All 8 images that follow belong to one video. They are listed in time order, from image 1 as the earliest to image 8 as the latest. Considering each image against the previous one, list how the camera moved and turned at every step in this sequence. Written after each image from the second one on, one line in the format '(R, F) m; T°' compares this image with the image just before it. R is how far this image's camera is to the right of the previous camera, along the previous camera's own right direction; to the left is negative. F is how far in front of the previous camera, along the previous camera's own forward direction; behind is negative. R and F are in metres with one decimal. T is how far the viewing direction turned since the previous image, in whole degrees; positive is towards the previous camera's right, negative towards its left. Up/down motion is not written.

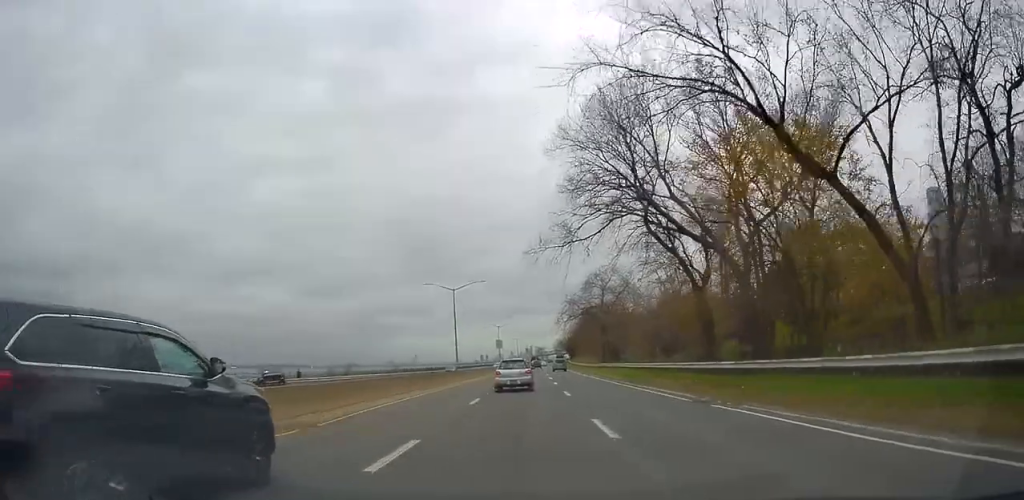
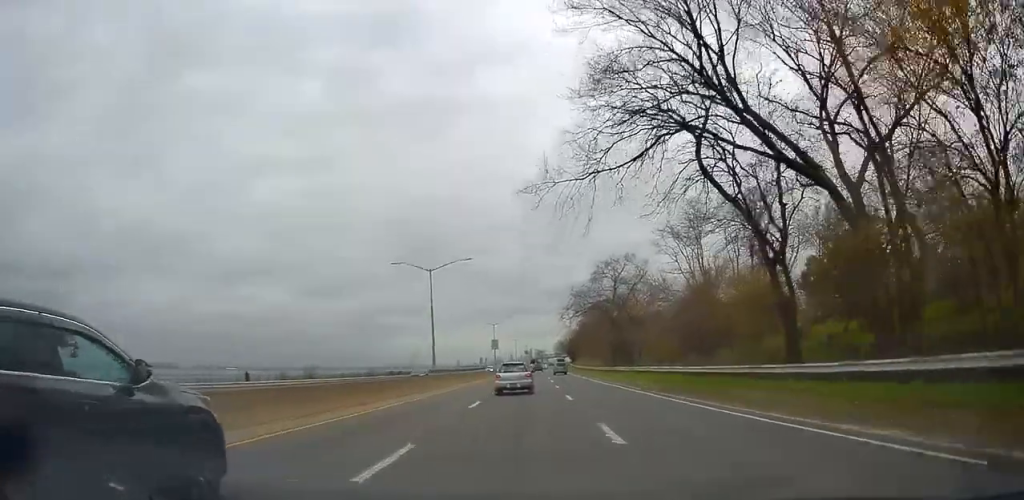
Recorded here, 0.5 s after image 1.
(0.0, +12.7) m; 0°
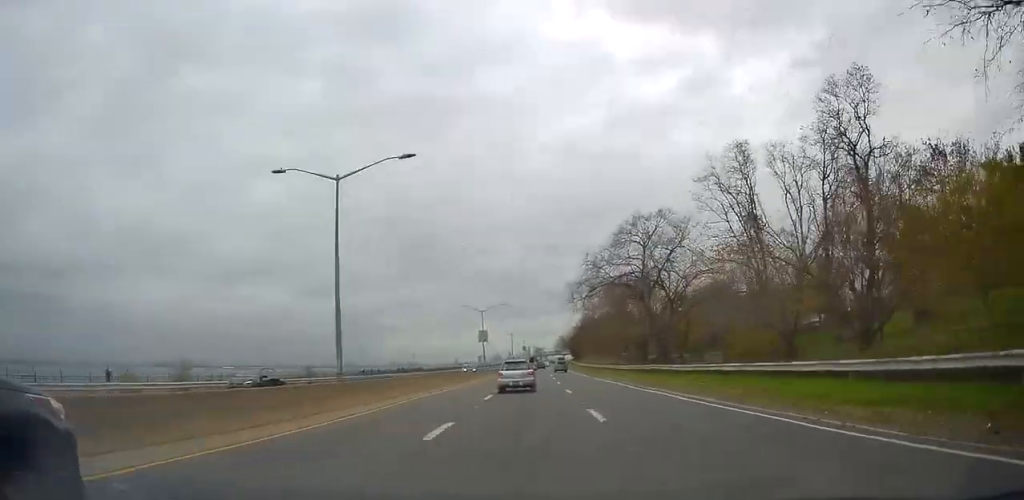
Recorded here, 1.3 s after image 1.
(-0.3, +20.8) m; 0°
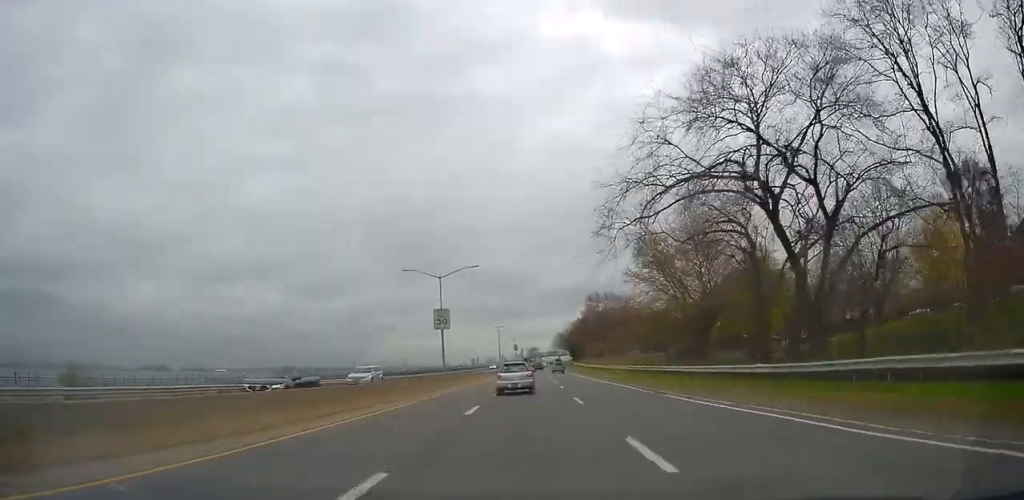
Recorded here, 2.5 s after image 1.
(+0.3, +30.5) m; 0°
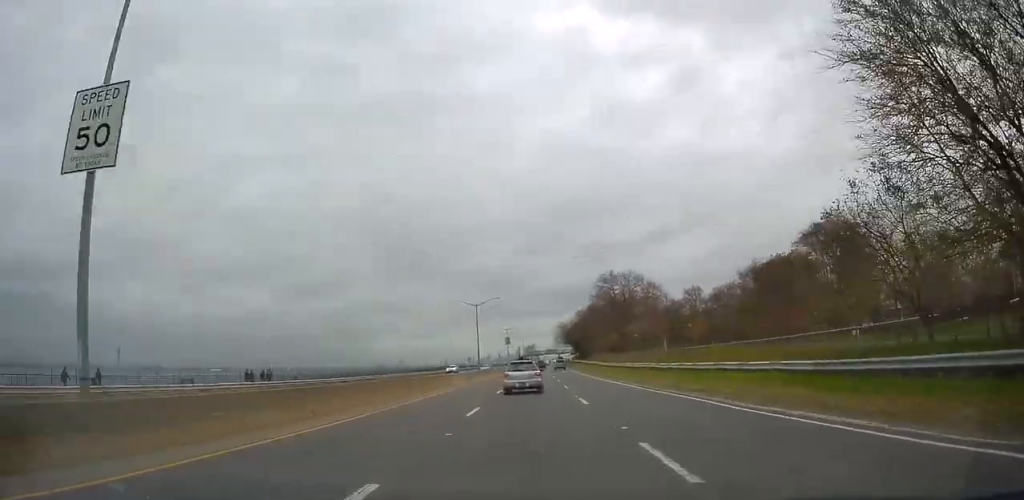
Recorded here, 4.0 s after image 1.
(0.0, +37.3) m; +1°
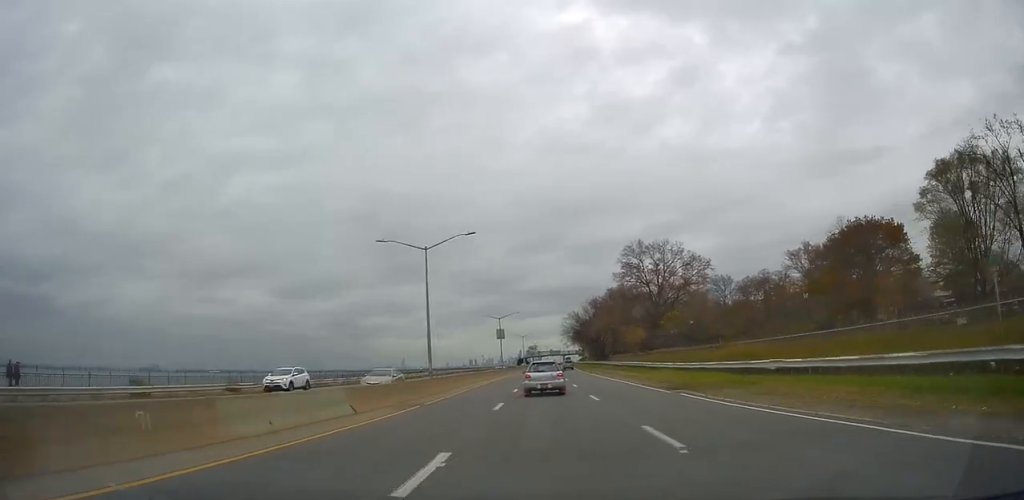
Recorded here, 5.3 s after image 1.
(+0.6, +34.0) m; 0°
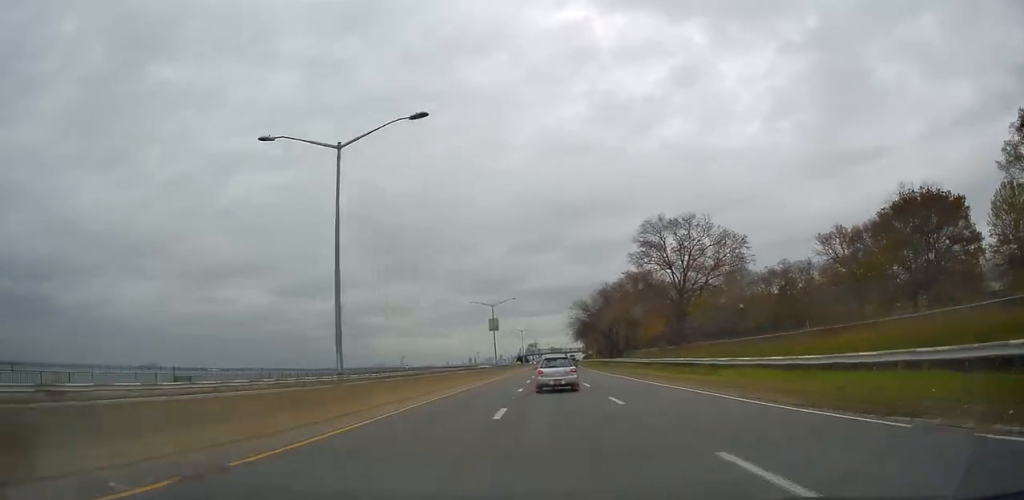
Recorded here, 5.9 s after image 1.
(-0.2, +16.5) m; -1°
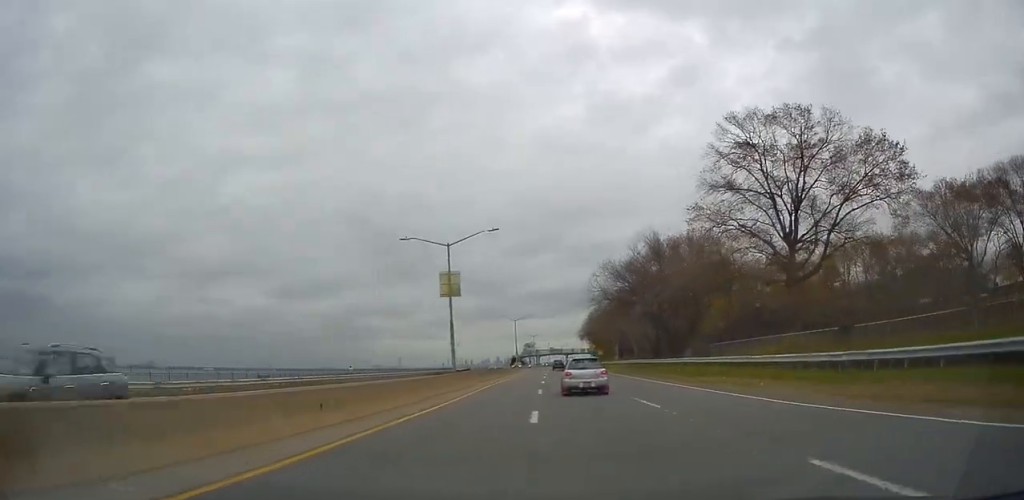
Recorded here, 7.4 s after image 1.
(-0.2, +38.4) m; 0°
